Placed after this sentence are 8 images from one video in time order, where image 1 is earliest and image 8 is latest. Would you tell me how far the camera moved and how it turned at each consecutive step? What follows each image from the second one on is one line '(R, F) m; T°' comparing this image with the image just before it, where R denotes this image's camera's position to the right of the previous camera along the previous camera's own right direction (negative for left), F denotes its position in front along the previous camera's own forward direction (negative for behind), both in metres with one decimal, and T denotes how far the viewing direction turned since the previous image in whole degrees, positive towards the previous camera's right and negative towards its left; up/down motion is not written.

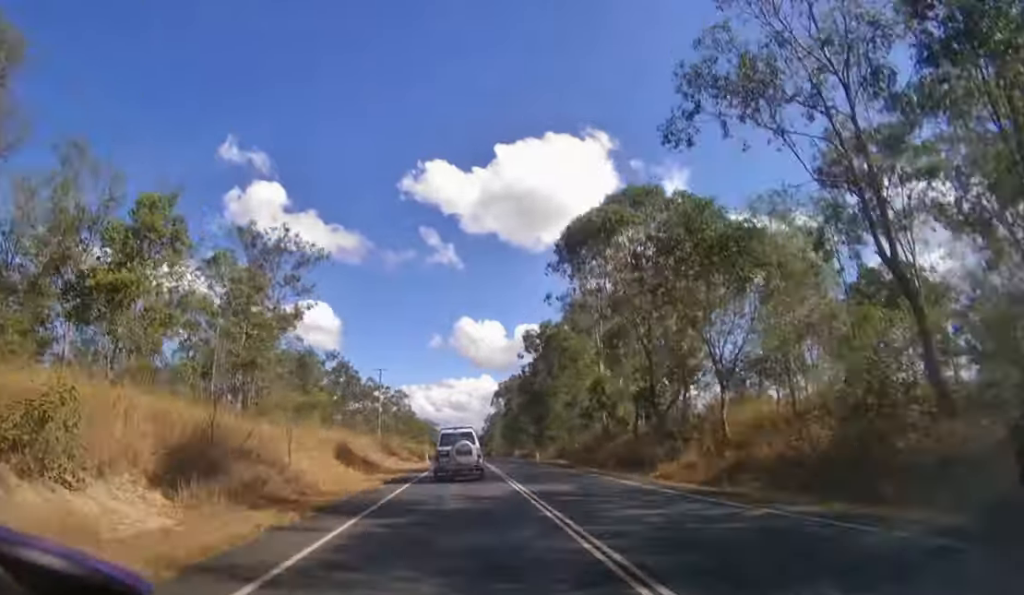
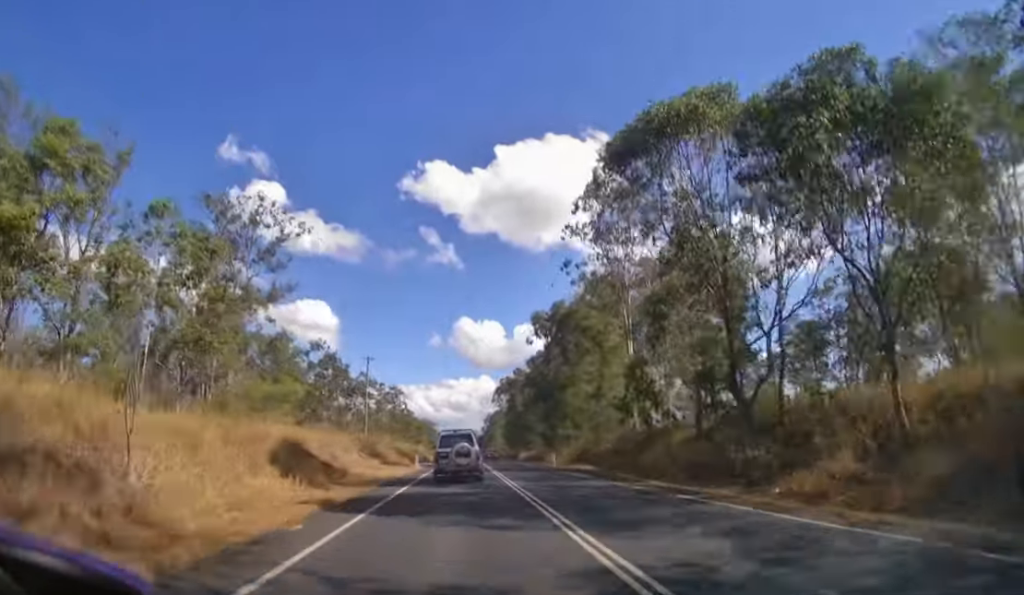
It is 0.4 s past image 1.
(0.0, +10.5) m; 0°
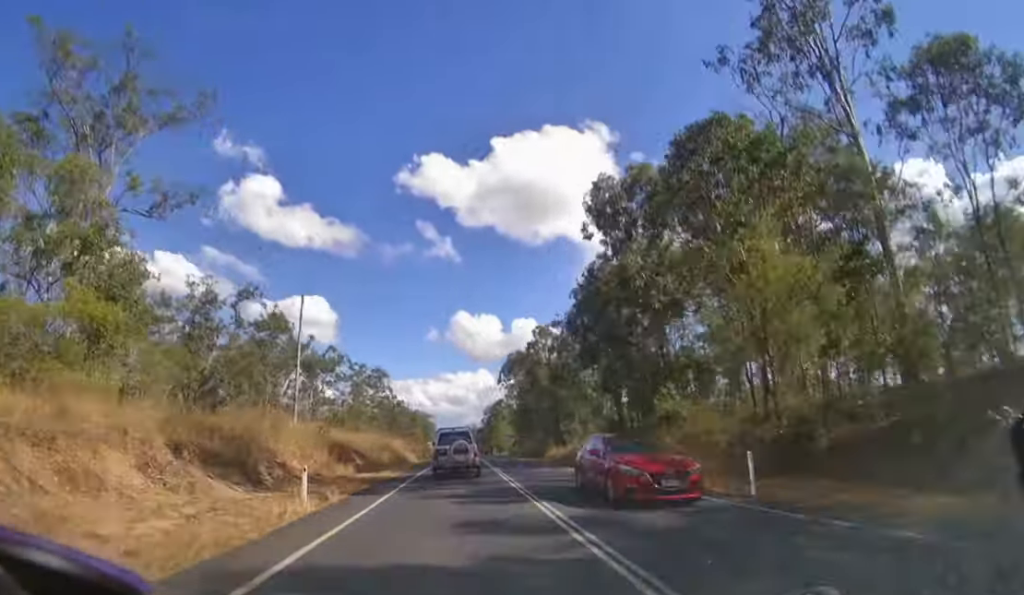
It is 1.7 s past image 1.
(+0.1, +29.1) m; 0°
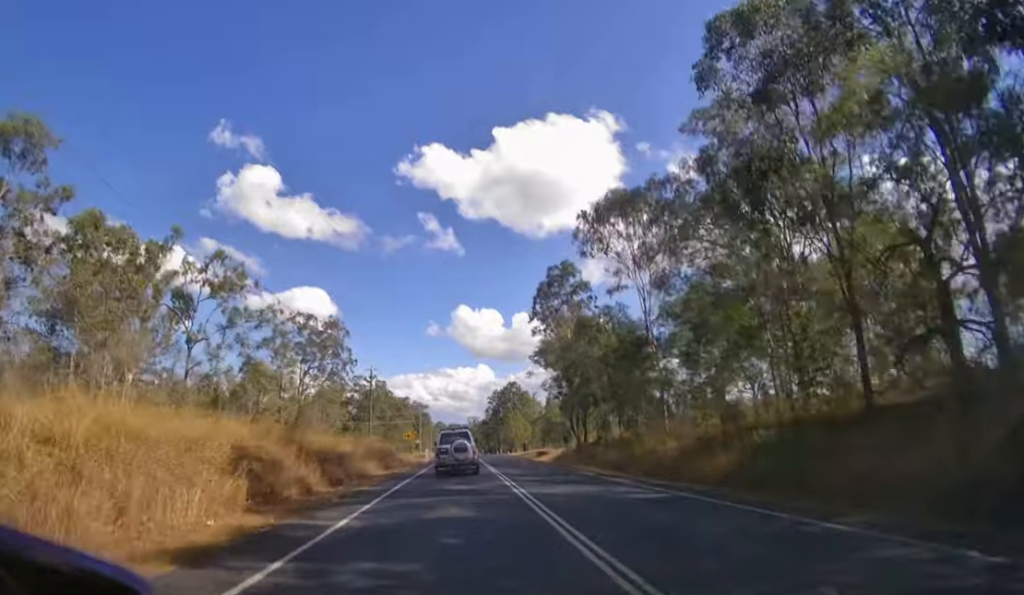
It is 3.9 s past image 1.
(-0.1, +43.4) m; 0°
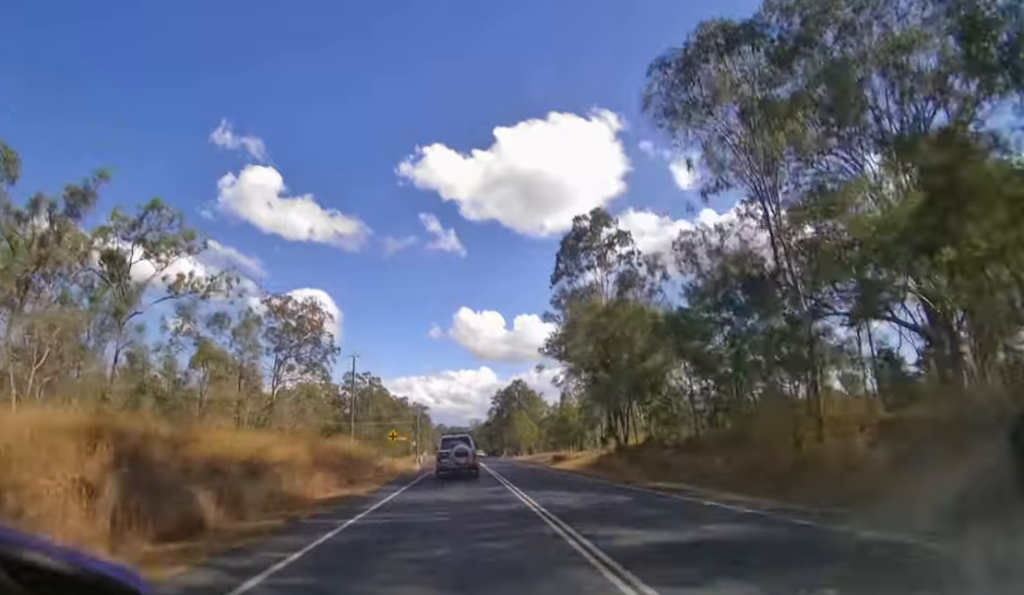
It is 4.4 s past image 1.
(0.0, +9.9) m; 0°
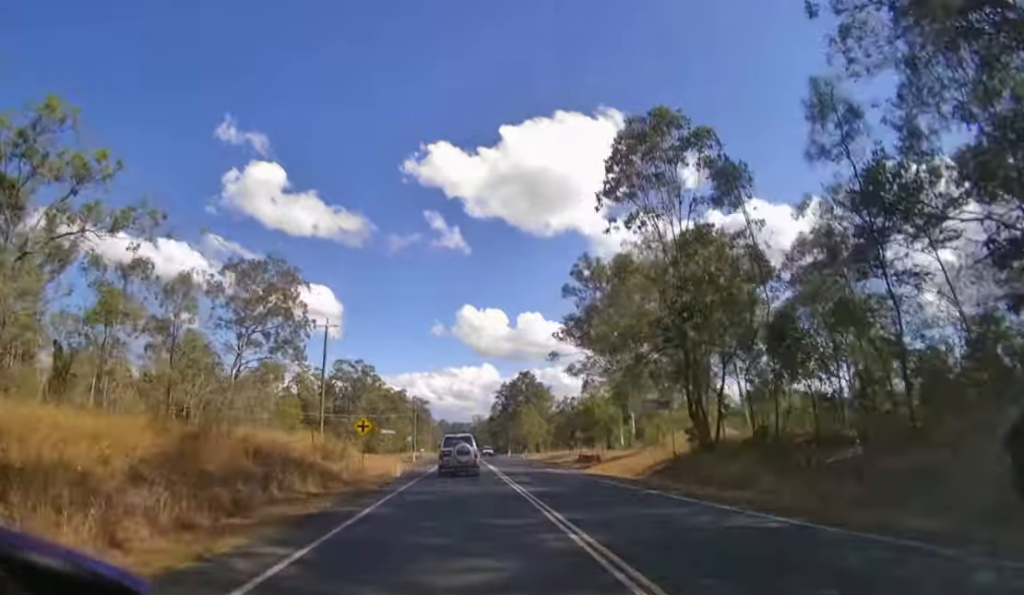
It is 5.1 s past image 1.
(0.0, +11.1) m; 0°
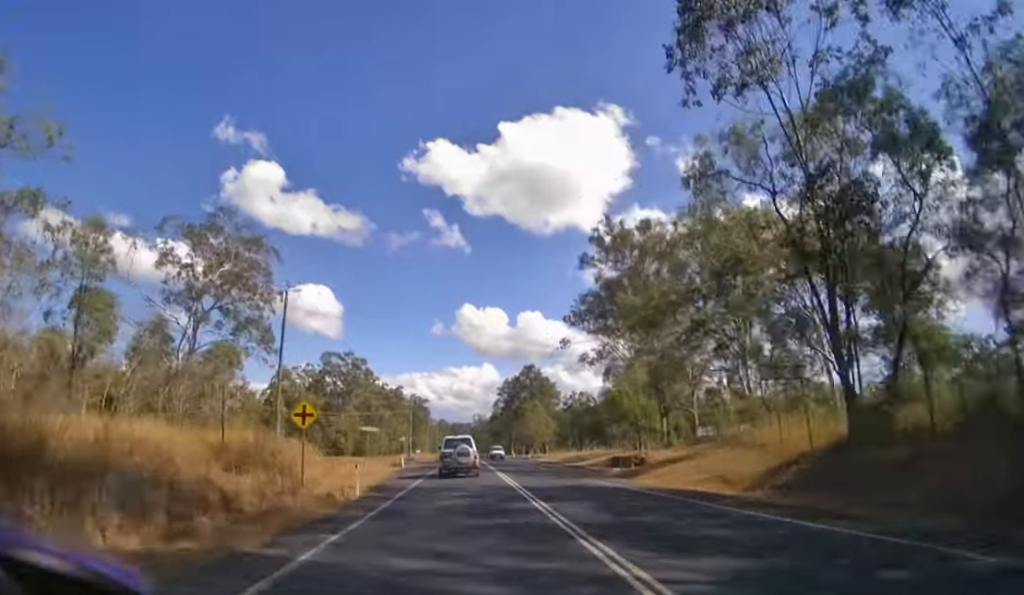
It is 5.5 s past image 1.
(0.0, +7.9) m; 0°
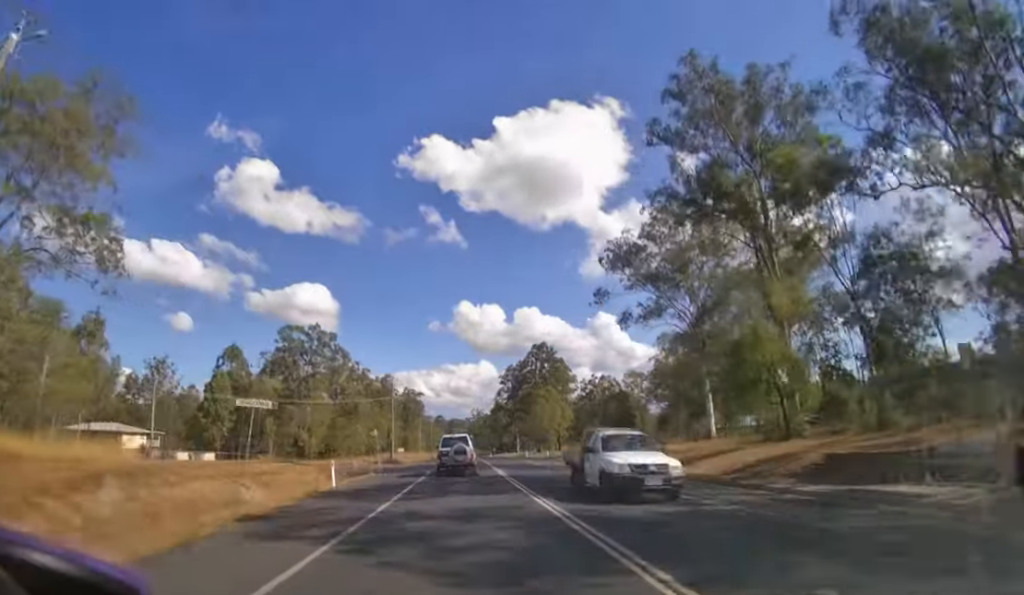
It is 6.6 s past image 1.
(0.0, +18.2) m; 0°
